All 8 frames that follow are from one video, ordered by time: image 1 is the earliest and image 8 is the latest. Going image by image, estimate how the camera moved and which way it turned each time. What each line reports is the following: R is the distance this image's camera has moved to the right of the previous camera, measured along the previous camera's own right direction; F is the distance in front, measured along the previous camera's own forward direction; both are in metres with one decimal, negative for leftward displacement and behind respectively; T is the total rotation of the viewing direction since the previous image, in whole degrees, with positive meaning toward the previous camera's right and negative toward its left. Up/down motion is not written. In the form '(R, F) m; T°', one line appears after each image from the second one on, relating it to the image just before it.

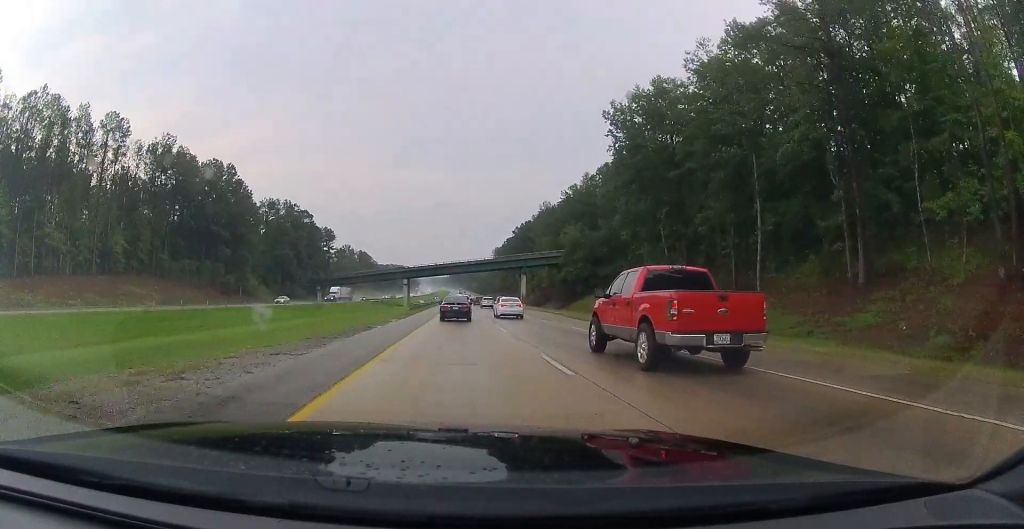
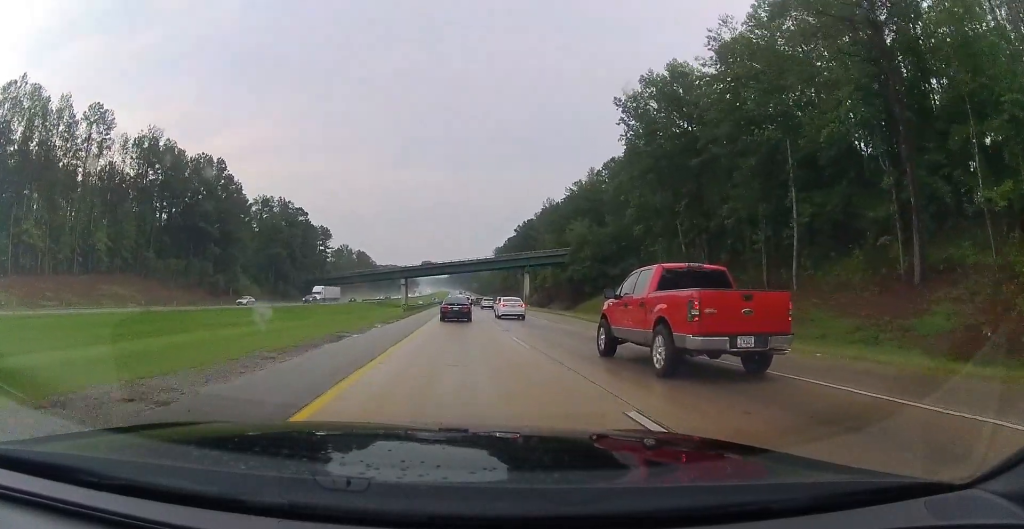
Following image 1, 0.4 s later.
(+0.2, +6.2) m; -1°
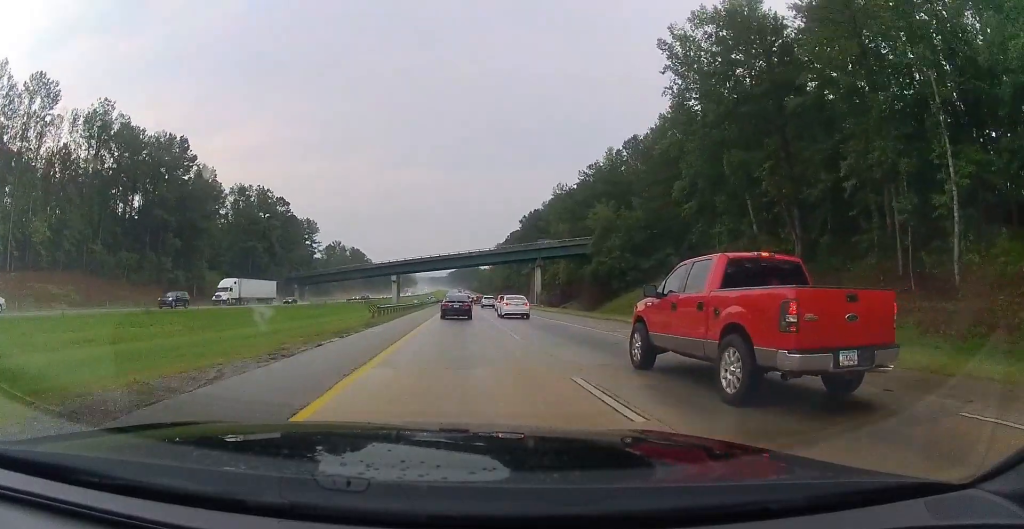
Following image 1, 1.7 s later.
(-0.5, +18.7) m; +1°
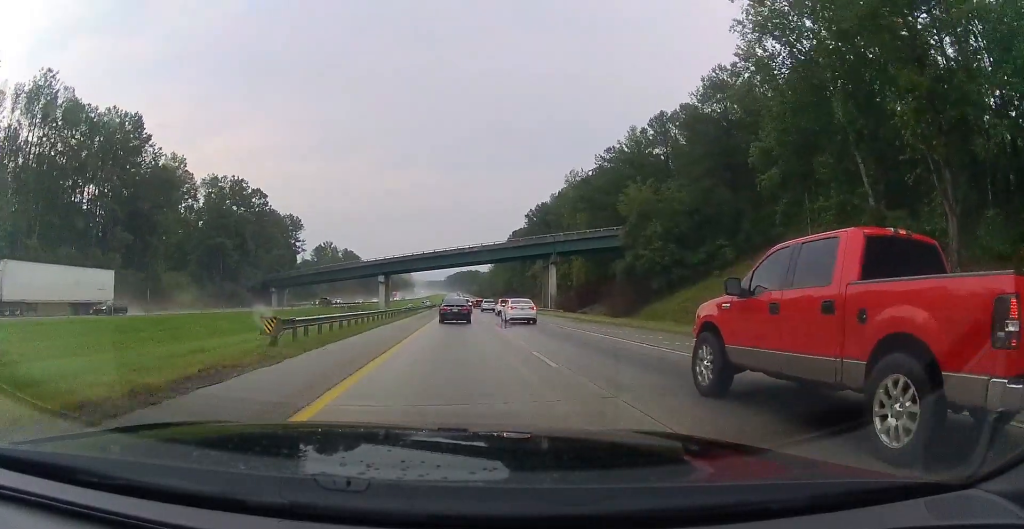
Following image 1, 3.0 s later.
(+0.9, +18.0) m; +3°
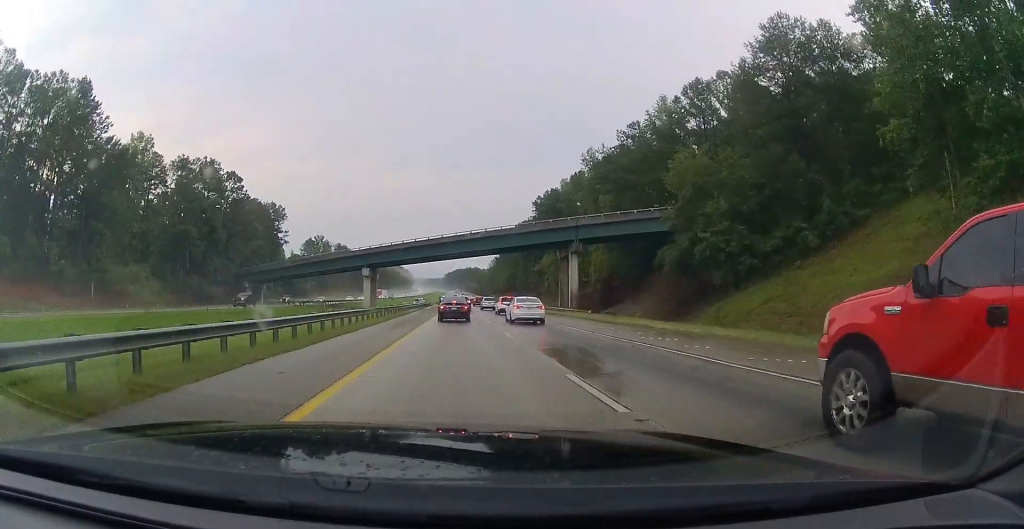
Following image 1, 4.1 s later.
(0.0, +16.6) m; -1°
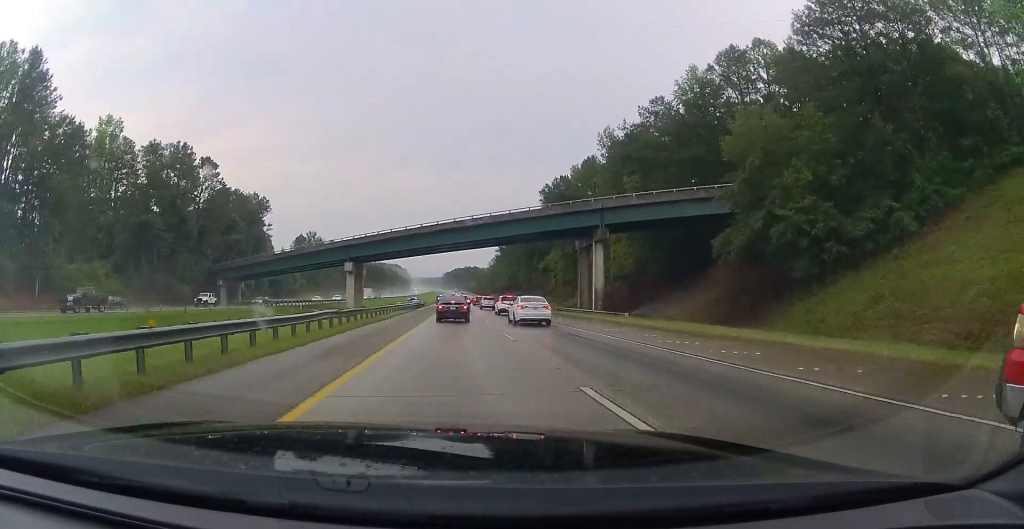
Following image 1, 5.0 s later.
(-0.1, +13.0) m; 0°
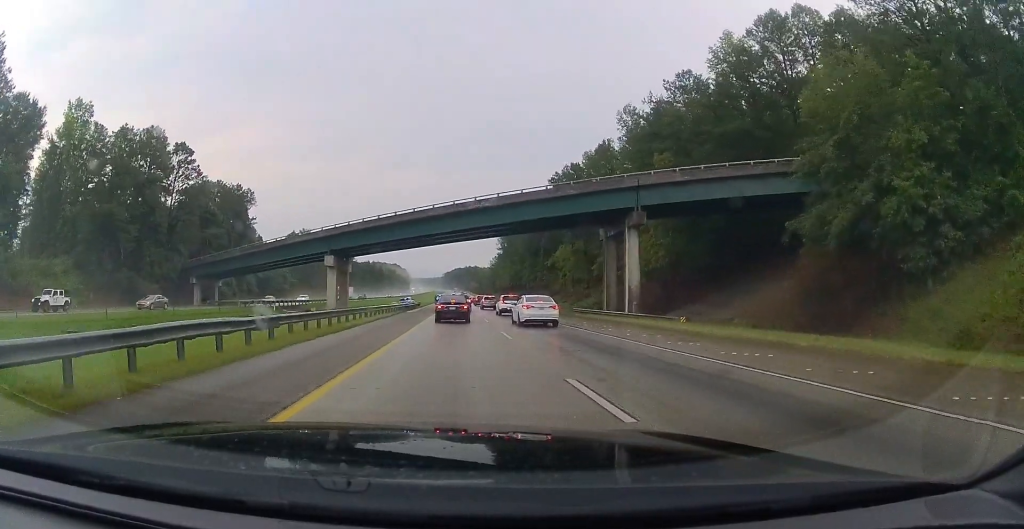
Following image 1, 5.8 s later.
(0.0, +11.4) m; 0°
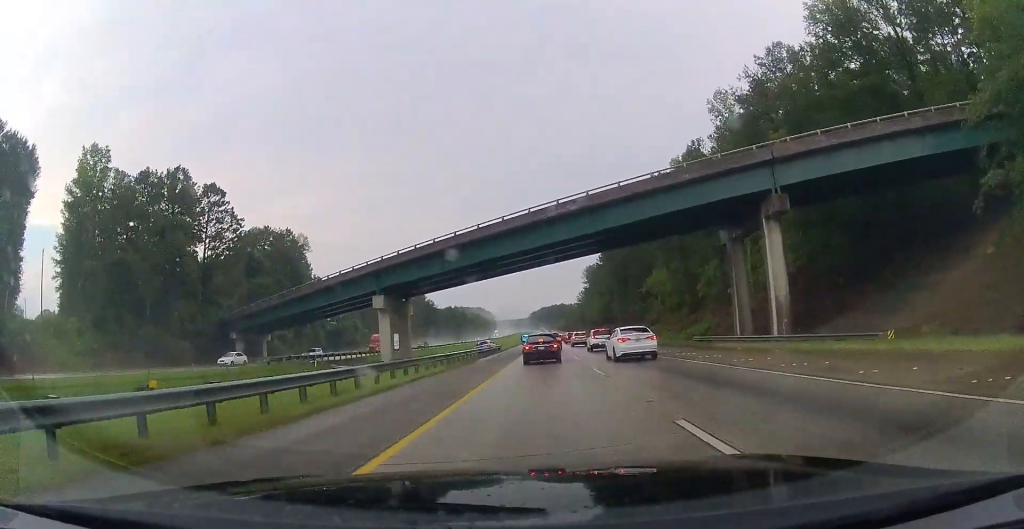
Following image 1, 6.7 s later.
(0.0, +12.8) m; 0°
